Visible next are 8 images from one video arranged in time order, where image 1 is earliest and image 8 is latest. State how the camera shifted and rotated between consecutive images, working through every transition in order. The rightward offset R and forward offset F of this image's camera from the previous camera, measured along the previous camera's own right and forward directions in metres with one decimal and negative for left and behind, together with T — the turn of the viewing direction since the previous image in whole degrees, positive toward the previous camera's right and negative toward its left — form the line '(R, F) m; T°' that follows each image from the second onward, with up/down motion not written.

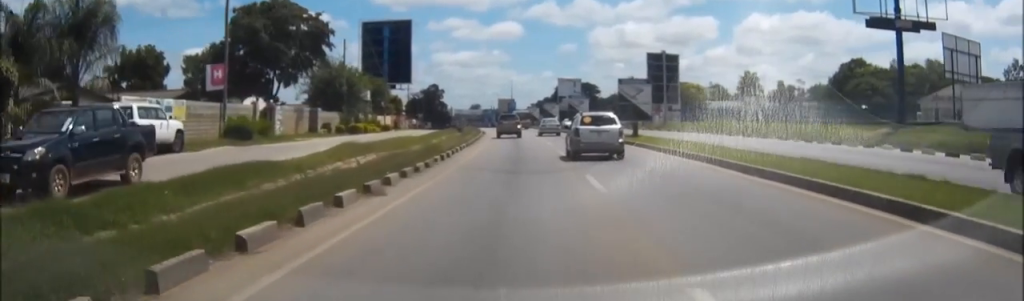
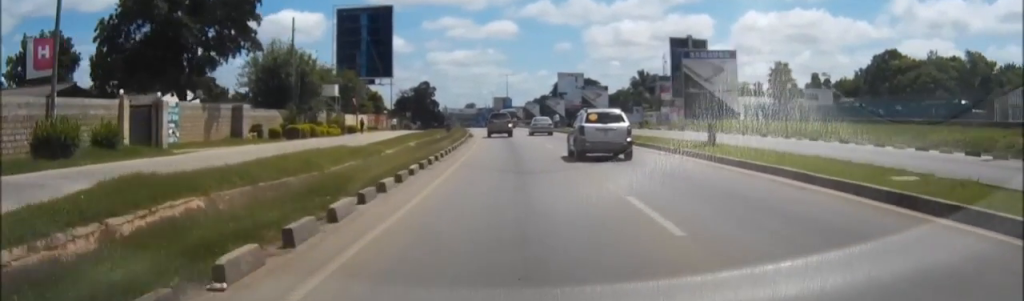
(0.0, +17.8) m; 0°
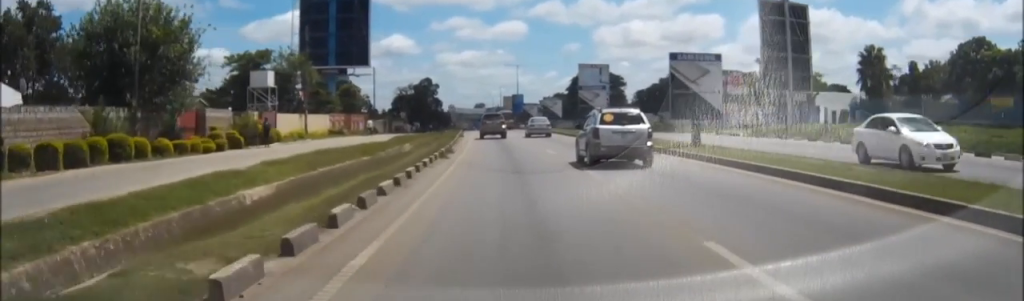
(0.0, +28.6) m; 0°
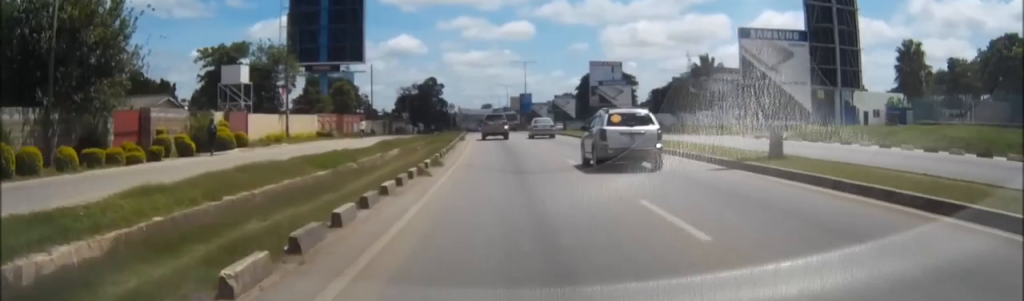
(0.0, +7.9) m; 0°
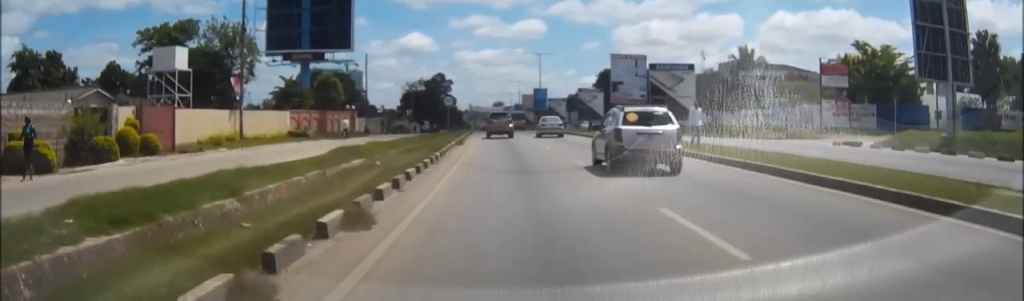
(0.0, +13.1) m; 0°
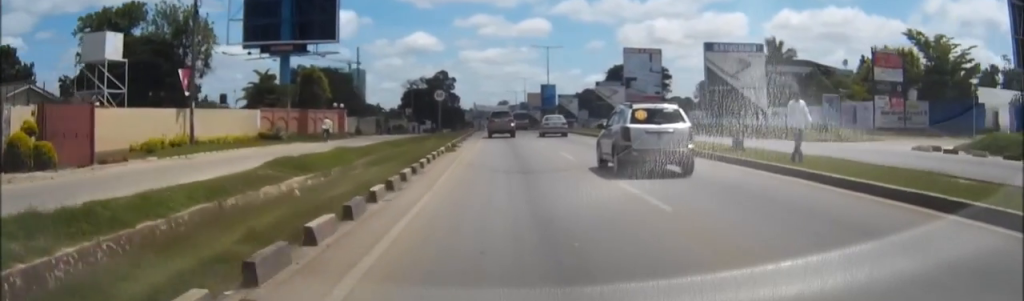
(0.0, +8.6) m; 0°
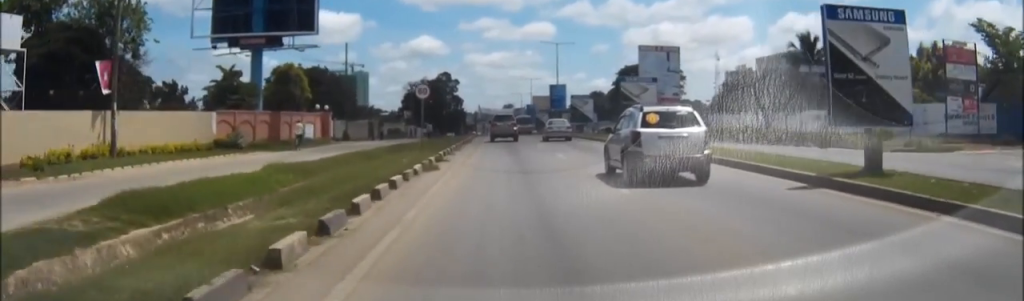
(0.0, +9.2) m; 0°
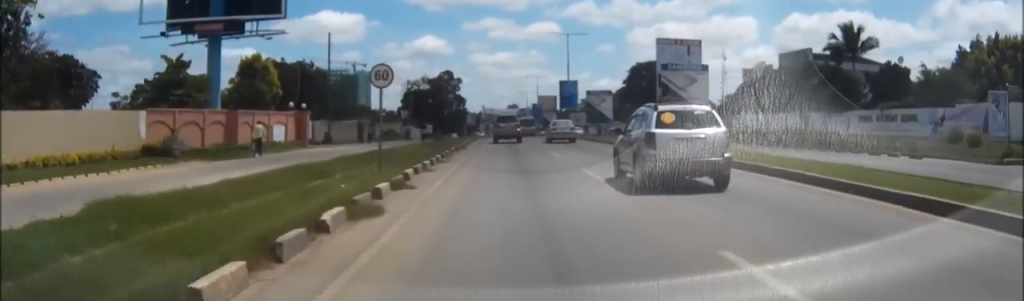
(0.0, +9.8) m; 0°
